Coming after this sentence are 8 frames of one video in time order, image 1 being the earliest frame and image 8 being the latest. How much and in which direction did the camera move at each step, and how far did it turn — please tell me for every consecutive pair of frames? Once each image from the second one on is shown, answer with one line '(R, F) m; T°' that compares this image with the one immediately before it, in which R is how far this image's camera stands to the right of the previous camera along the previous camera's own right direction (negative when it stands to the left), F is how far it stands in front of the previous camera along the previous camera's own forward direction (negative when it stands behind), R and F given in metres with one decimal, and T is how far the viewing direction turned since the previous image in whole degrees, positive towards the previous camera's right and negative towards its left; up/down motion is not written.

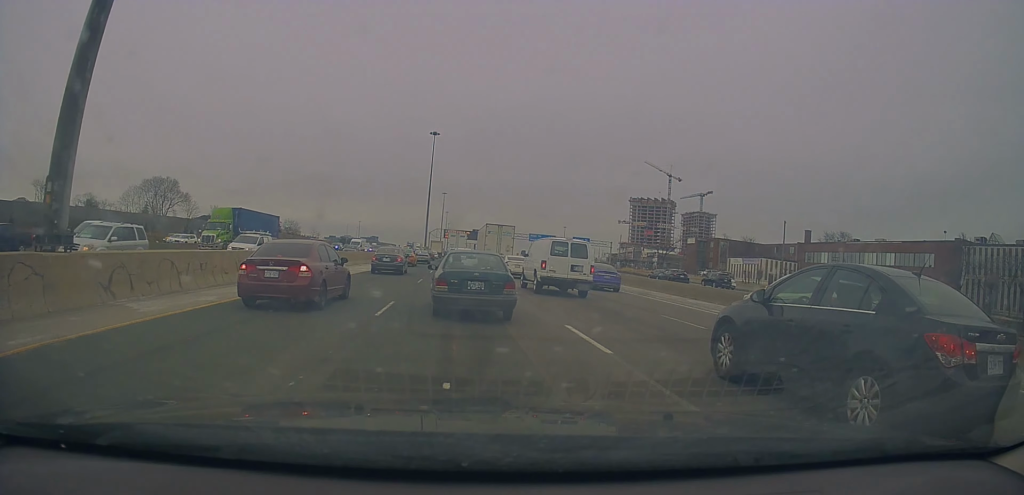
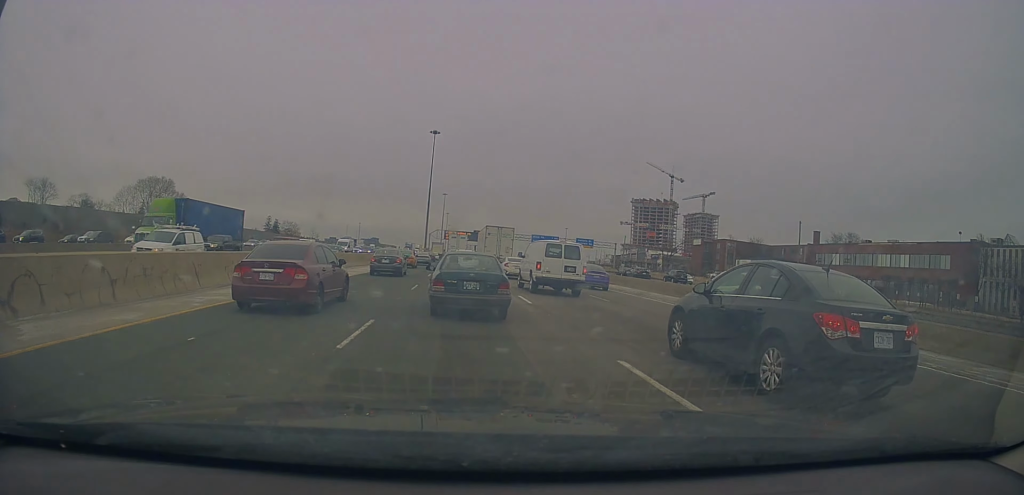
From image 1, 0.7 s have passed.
(+0.4, +3.6) m; +1°
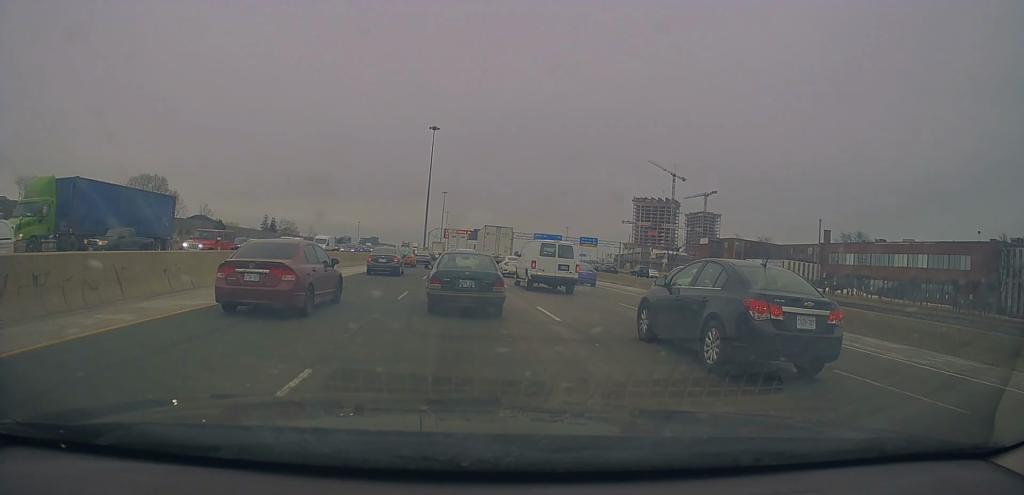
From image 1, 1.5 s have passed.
(0.0, +4.2) m; 0°
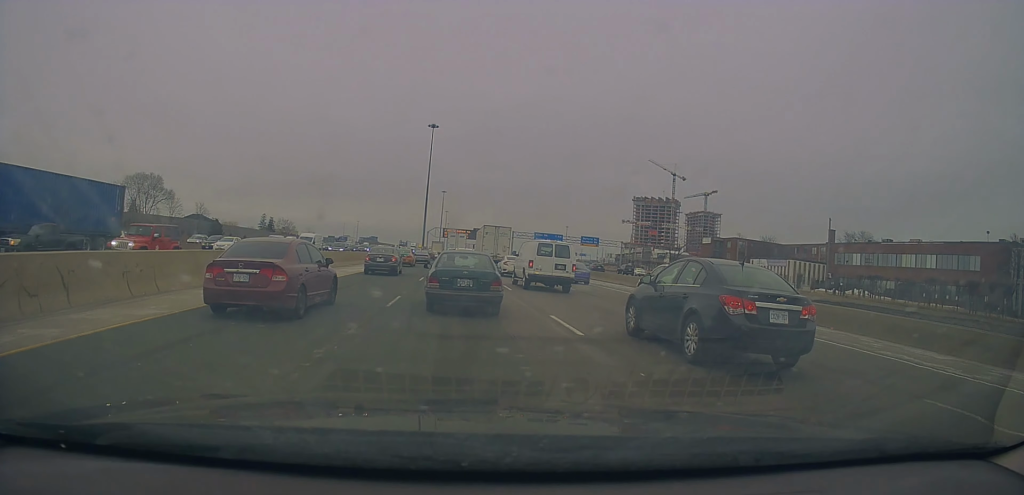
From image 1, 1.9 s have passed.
(-0.3, +2.1) m; 0°
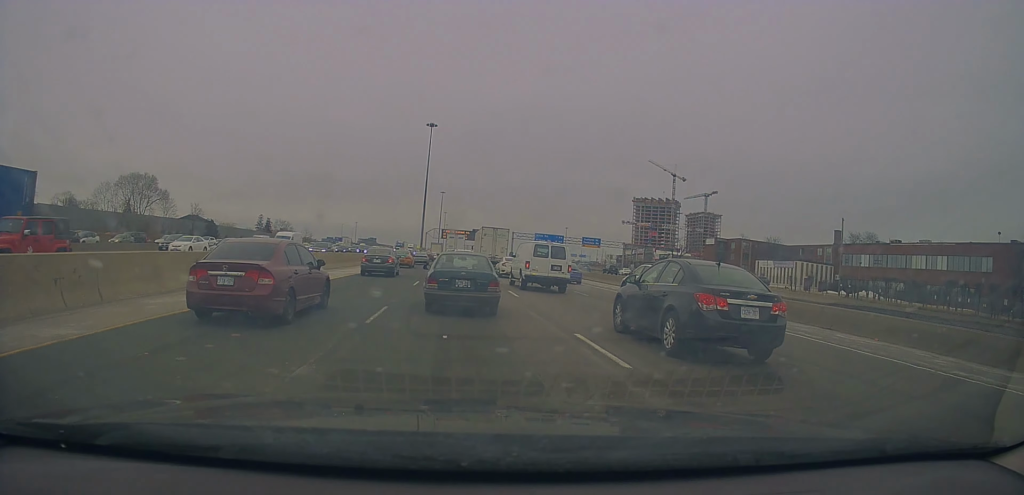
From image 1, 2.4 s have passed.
(+0.1, +2.6) m; +2°
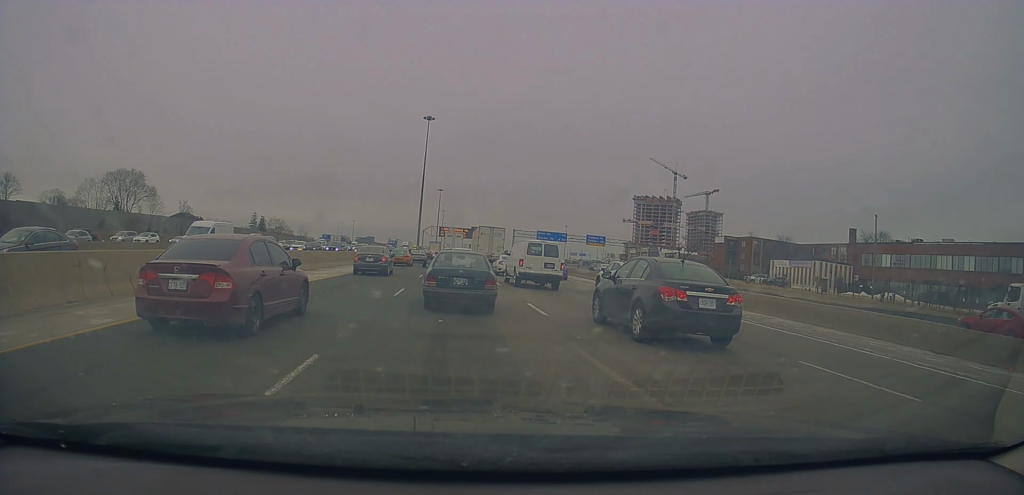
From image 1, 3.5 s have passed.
(+0.4, +5.9) m; +2°
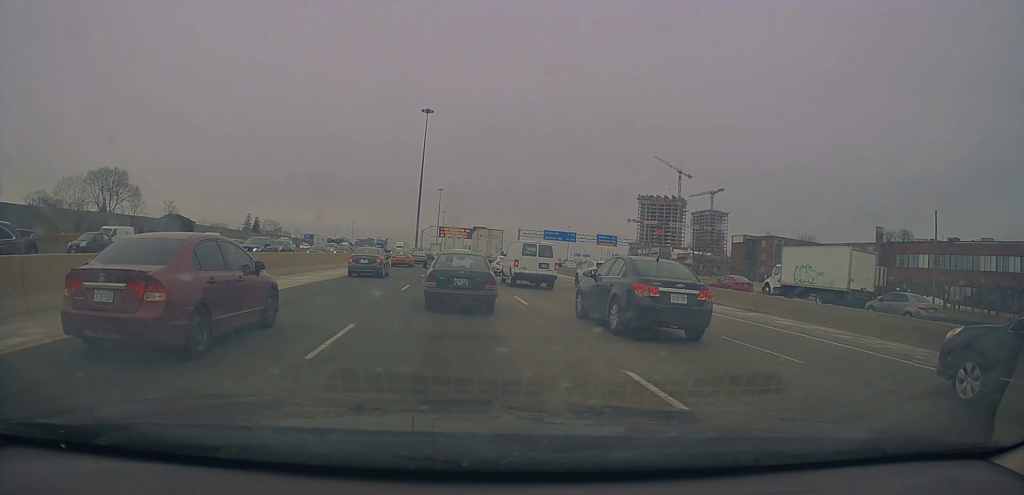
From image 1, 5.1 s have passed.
(-0.6, +8.8) m; -2°
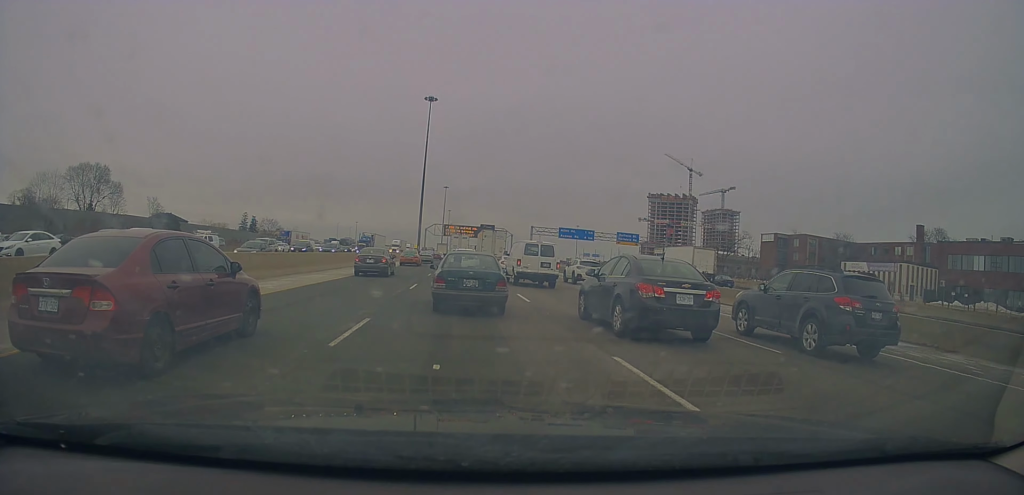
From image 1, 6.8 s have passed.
(+0.3, +11.0) m; +1°
